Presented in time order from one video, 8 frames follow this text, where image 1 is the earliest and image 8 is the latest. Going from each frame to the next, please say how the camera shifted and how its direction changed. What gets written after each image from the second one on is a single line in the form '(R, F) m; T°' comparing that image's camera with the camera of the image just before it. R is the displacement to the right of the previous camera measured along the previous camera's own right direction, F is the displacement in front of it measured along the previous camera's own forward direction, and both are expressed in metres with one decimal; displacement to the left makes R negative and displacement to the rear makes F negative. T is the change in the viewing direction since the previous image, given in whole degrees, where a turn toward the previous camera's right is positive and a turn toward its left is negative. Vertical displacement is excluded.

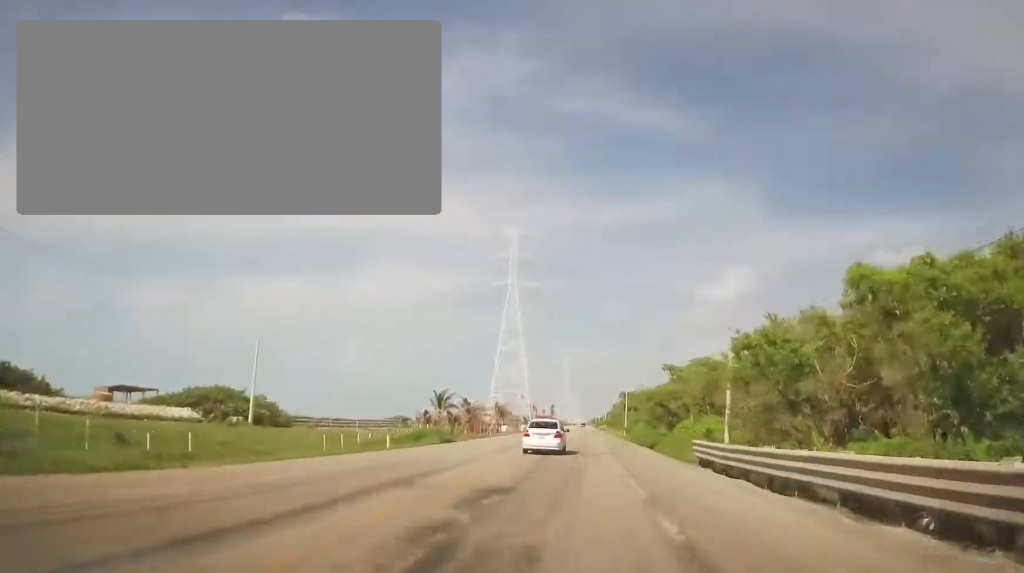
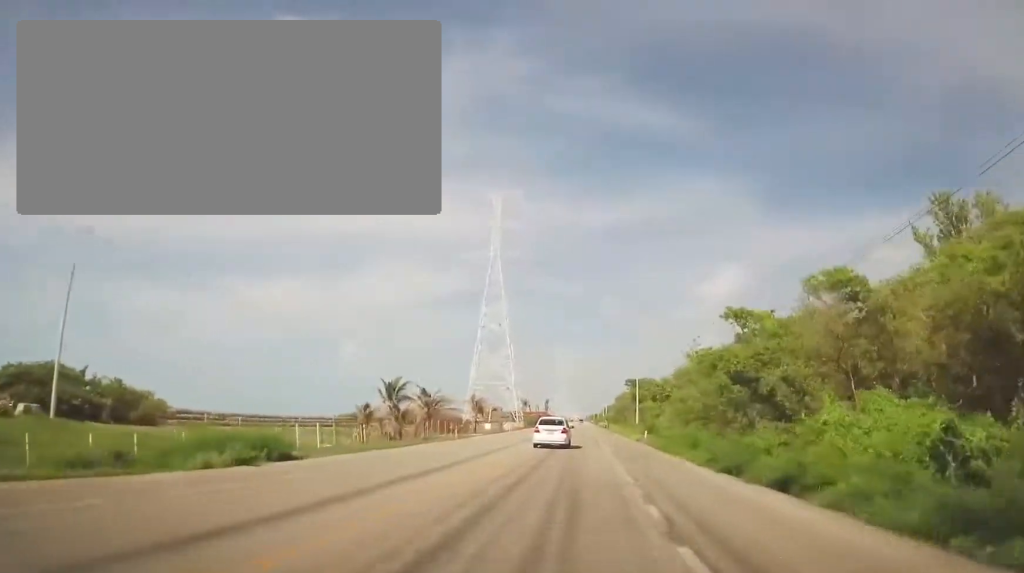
(-0.4, +23.0) m; 0°
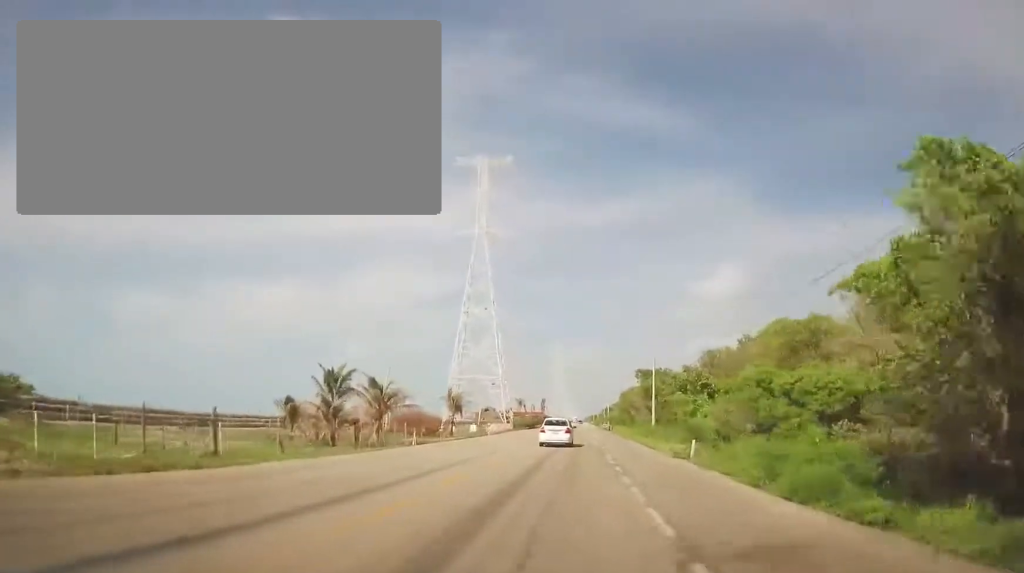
(+0.3, +16.8) m; +1°
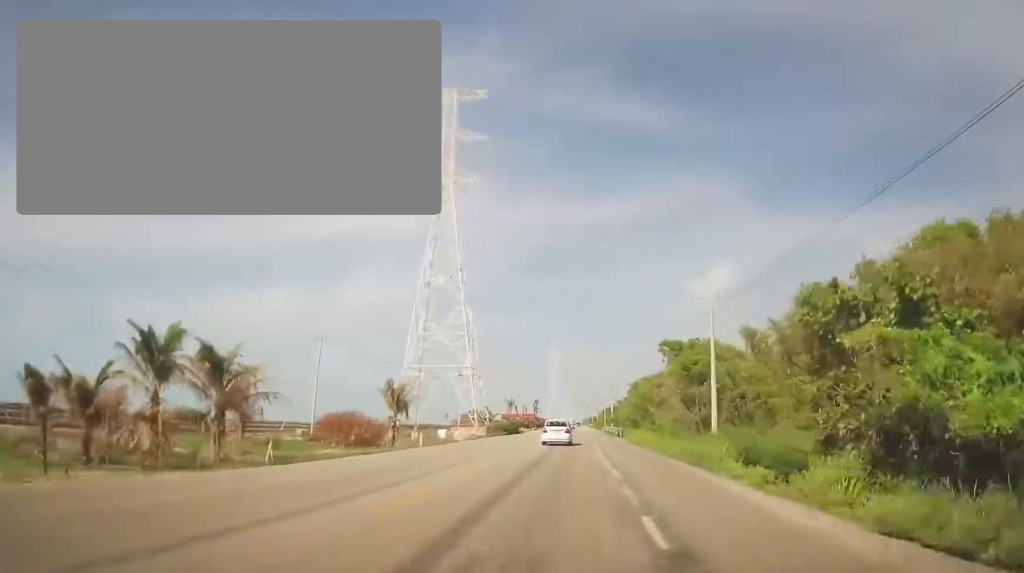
(+0.1, +24.8) m; 0°
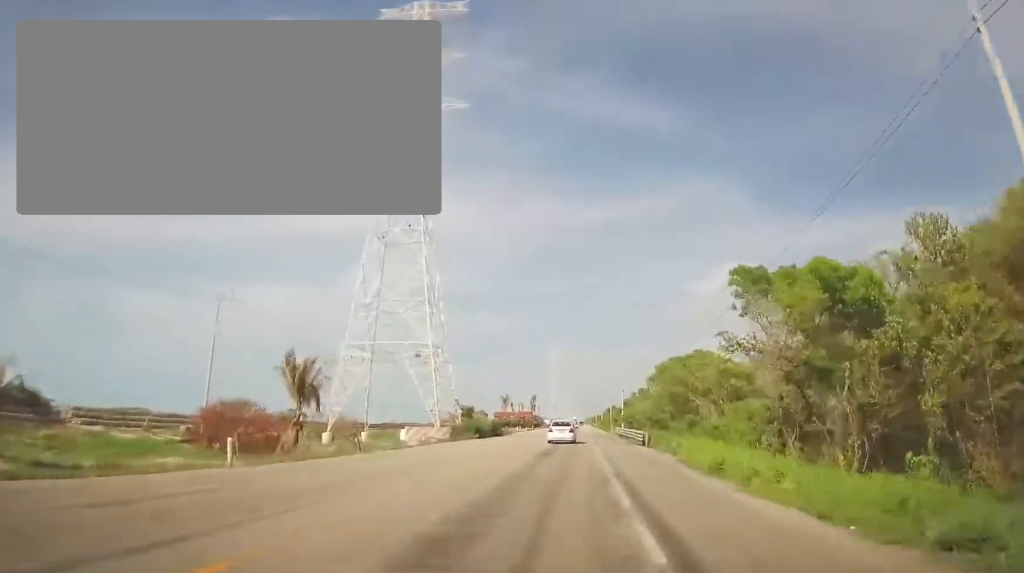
(0.0, +20.8) m; 0°
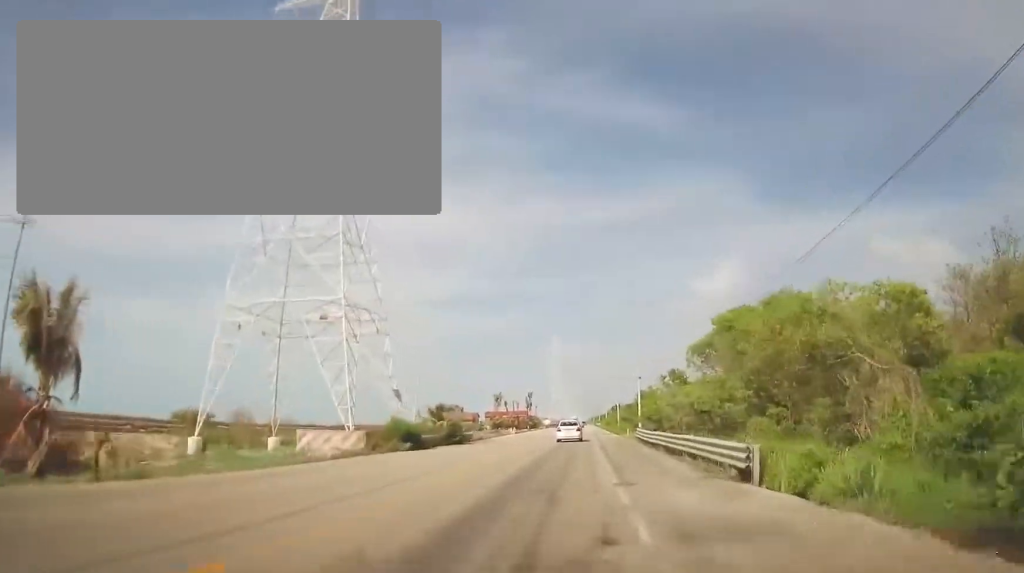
(0.0, +21.3) m; 0°
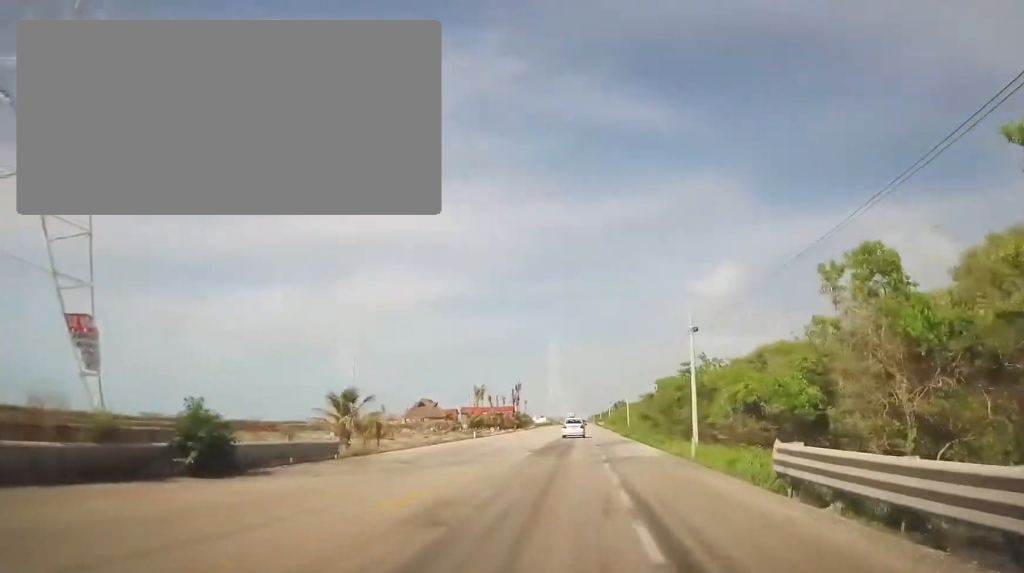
(0.0, +29.5) m; 0°
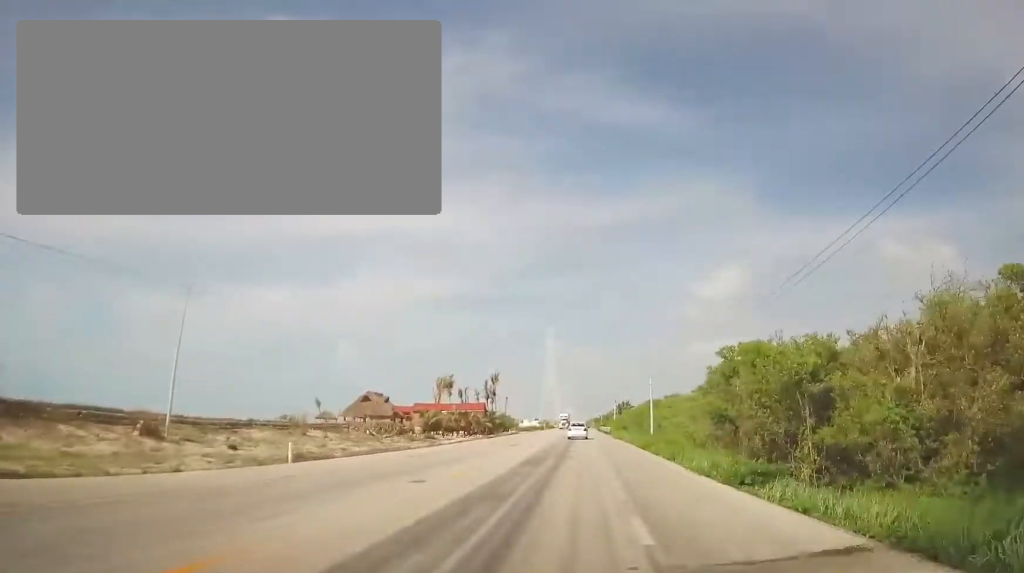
(0.0, +34.8) m; 0°
